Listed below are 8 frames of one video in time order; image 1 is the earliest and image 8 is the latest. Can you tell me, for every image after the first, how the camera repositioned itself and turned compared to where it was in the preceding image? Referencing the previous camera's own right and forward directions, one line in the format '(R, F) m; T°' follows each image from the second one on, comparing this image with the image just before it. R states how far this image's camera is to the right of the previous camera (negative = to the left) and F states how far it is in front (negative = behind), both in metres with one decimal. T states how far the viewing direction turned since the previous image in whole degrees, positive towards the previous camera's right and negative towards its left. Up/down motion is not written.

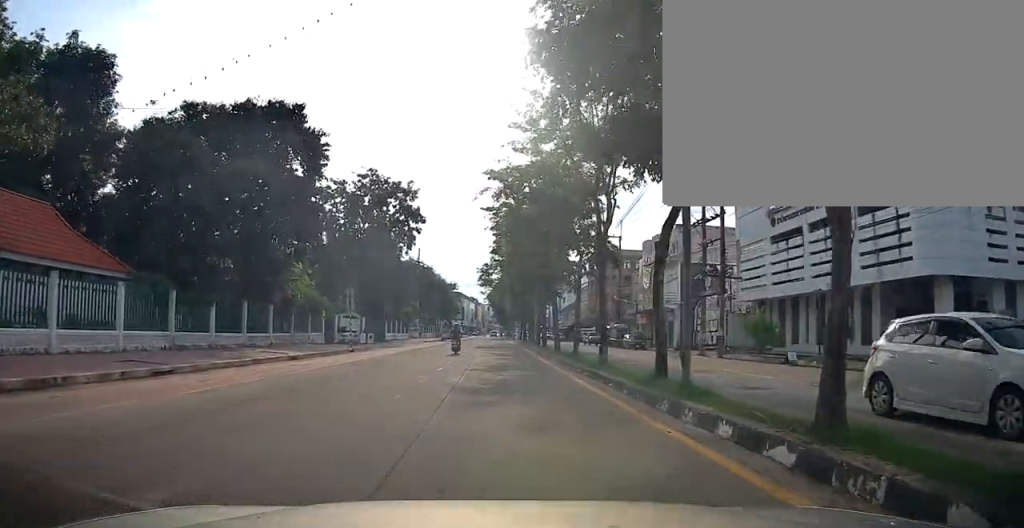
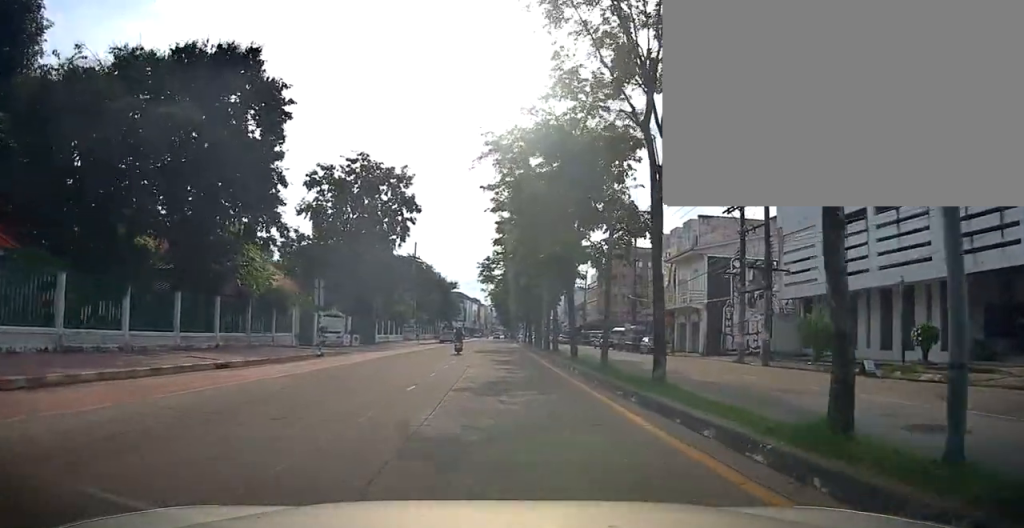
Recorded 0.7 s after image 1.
(0.0, +5.9) m; 0°
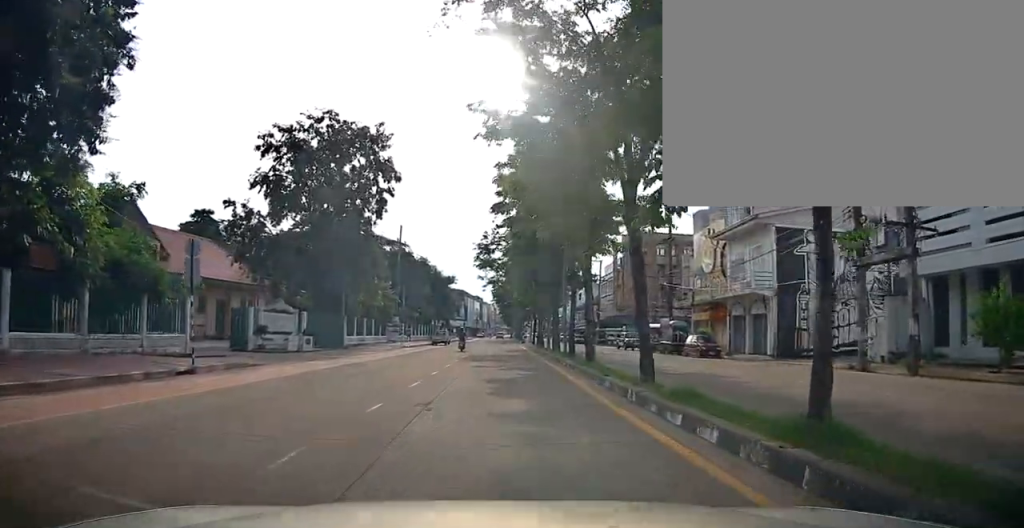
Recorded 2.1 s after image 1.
(-0.2, +11.3) m; -1°
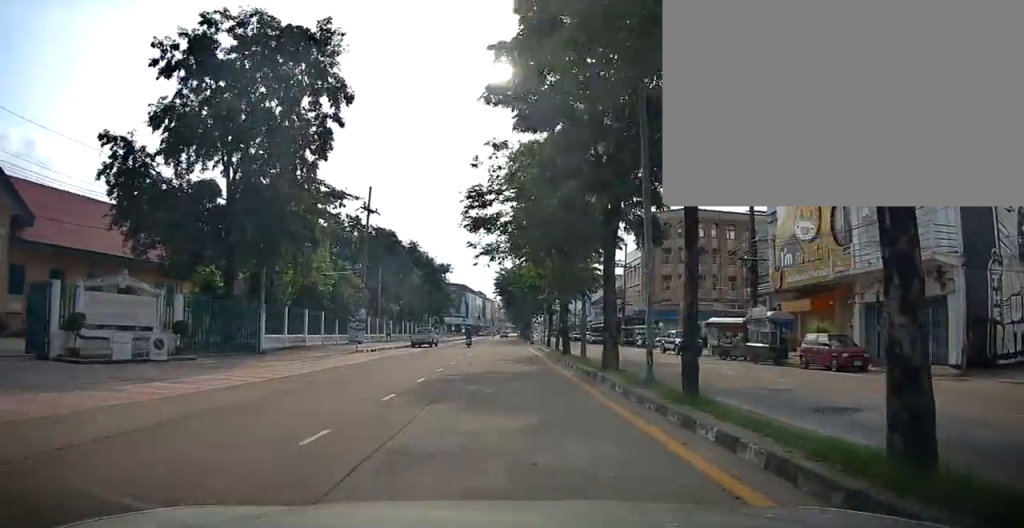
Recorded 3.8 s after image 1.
(0.0, +15.0) m; 0°
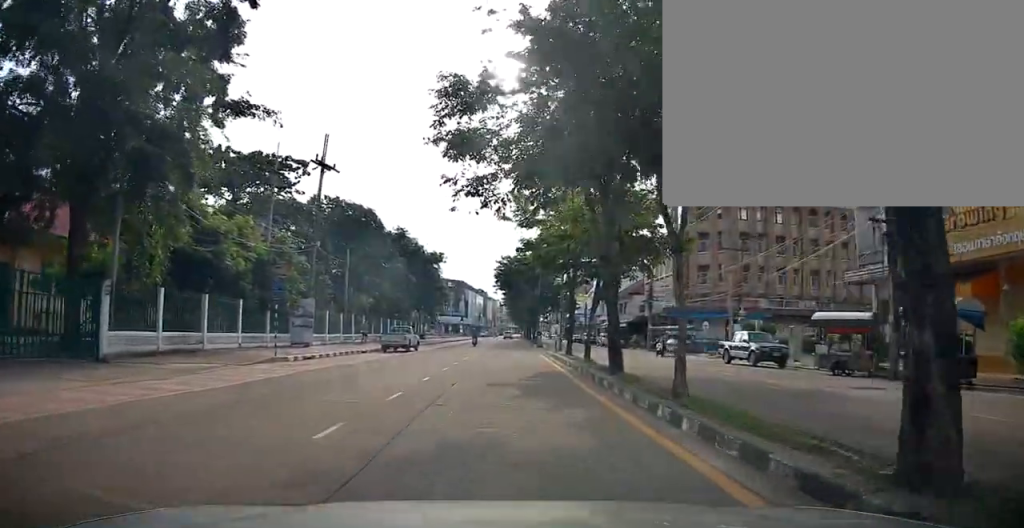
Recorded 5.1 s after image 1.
(-0.1, +11.6) m; 0°
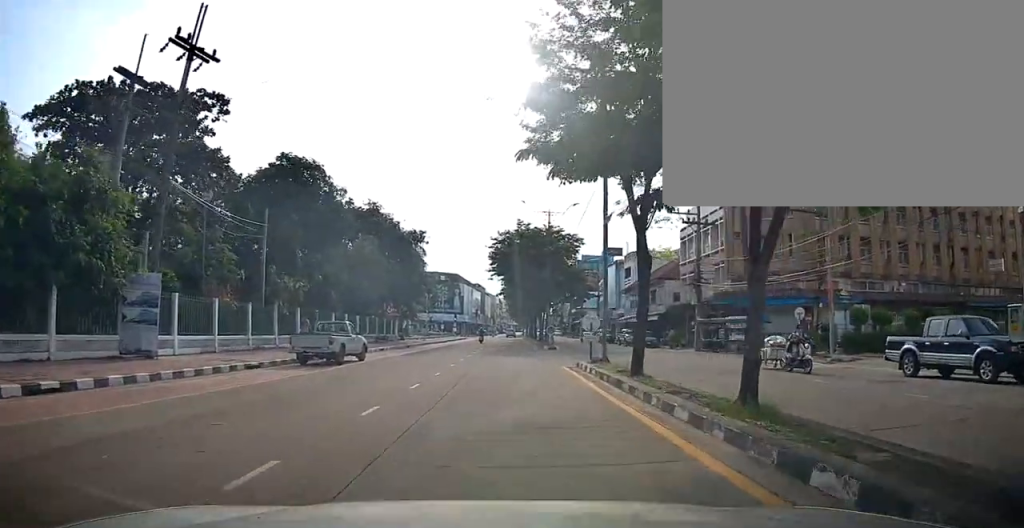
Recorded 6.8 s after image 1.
(0.0, +14.2) m; 0°
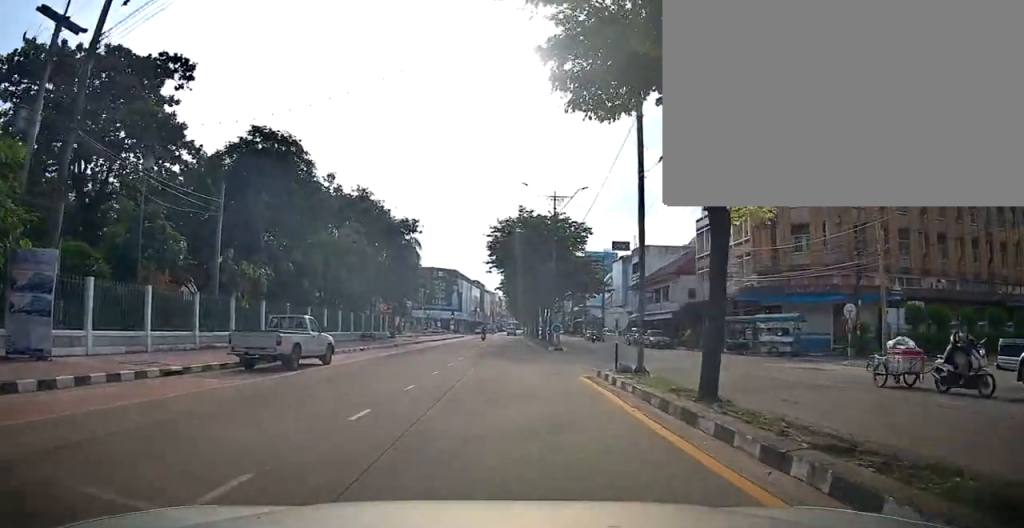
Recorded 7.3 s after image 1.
(0.0, +4.6) m; 0°
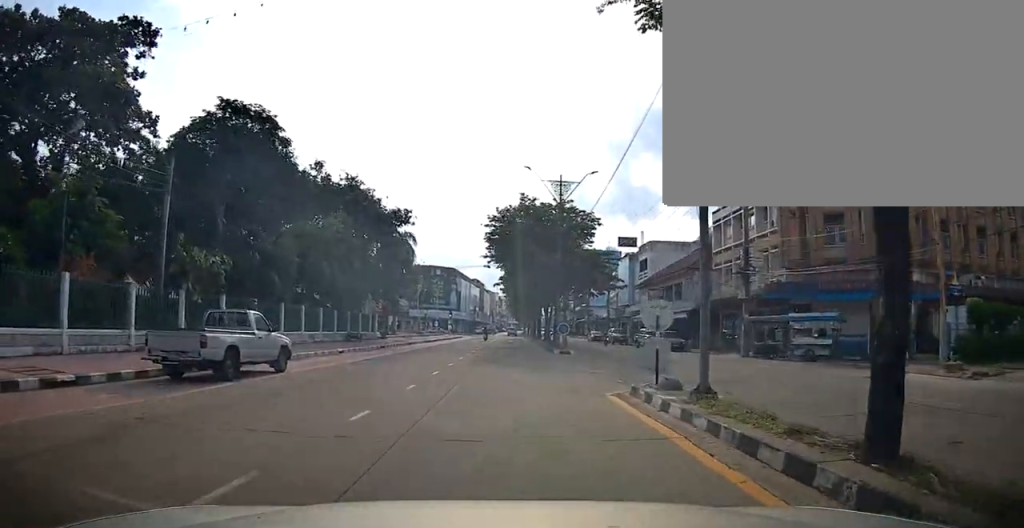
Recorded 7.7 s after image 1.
(0.0, +4.0) m; 0°
